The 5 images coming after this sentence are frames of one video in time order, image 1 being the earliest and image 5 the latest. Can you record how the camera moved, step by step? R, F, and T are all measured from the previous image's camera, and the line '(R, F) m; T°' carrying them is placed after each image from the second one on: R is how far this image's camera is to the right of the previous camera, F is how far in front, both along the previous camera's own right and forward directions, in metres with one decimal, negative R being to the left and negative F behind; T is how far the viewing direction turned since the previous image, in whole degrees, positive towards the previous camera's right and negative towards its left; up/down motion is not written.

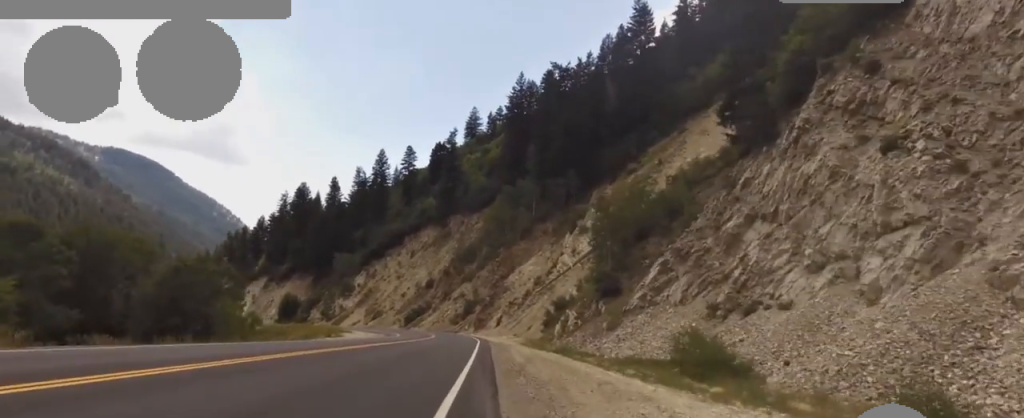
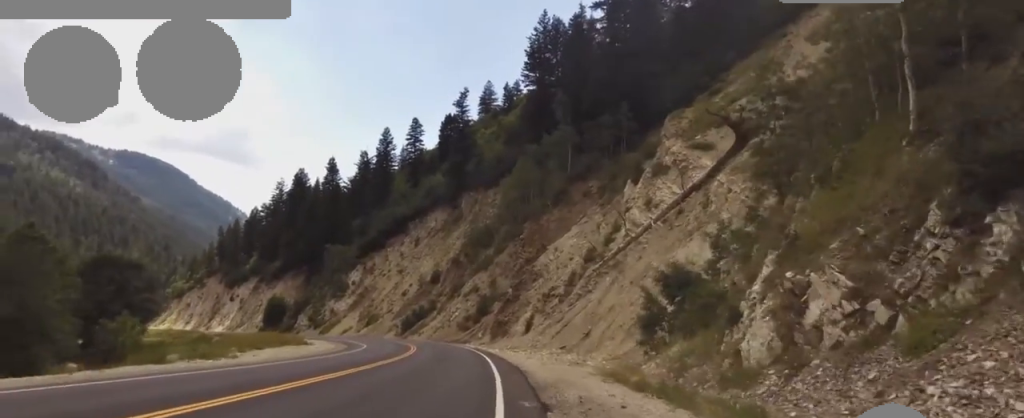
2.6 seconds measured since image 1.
(-3.4, +31.3) m; -13°
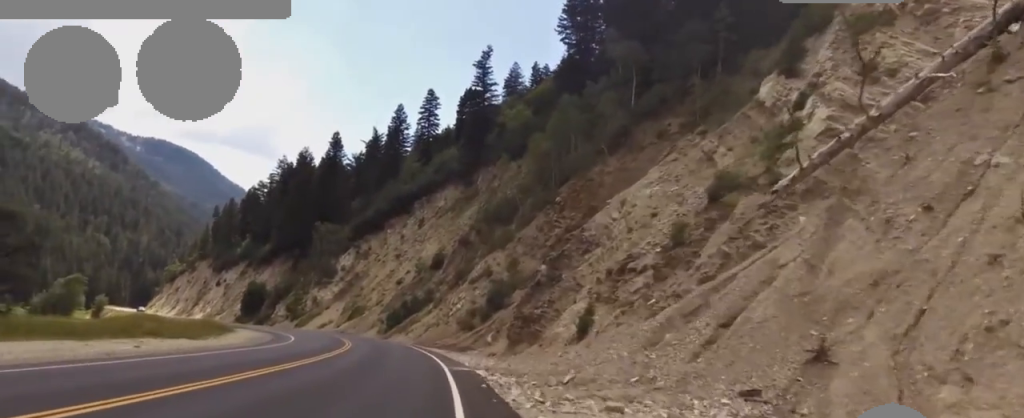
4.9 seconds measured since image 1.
(0.0, +28.1) m; 0°
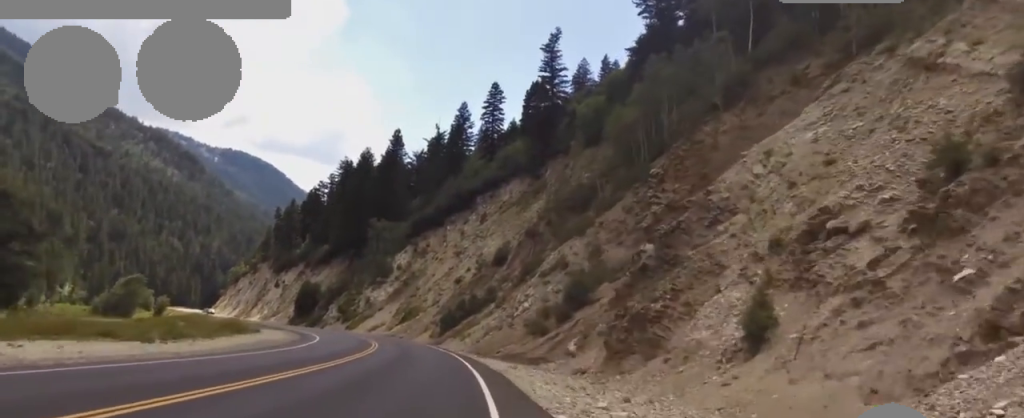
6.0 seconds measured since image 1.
(0.0, +12.5) m; -2°
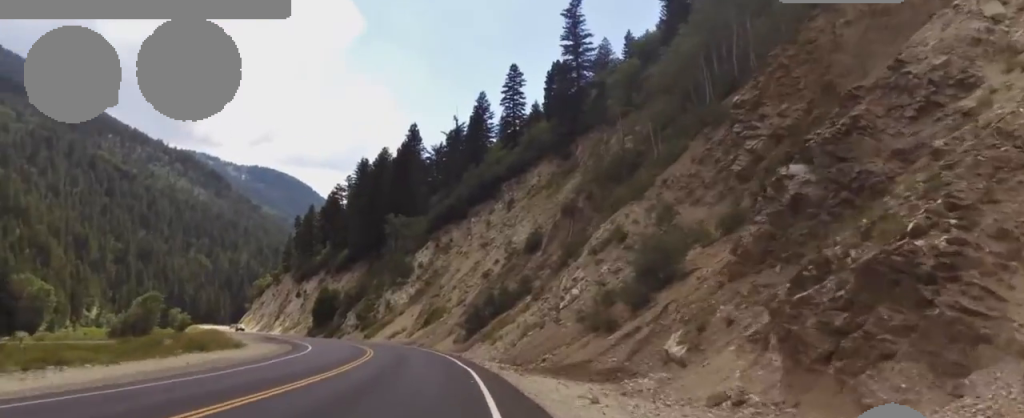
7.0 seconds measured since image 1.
(-0.3, +11.9) m; -6°
